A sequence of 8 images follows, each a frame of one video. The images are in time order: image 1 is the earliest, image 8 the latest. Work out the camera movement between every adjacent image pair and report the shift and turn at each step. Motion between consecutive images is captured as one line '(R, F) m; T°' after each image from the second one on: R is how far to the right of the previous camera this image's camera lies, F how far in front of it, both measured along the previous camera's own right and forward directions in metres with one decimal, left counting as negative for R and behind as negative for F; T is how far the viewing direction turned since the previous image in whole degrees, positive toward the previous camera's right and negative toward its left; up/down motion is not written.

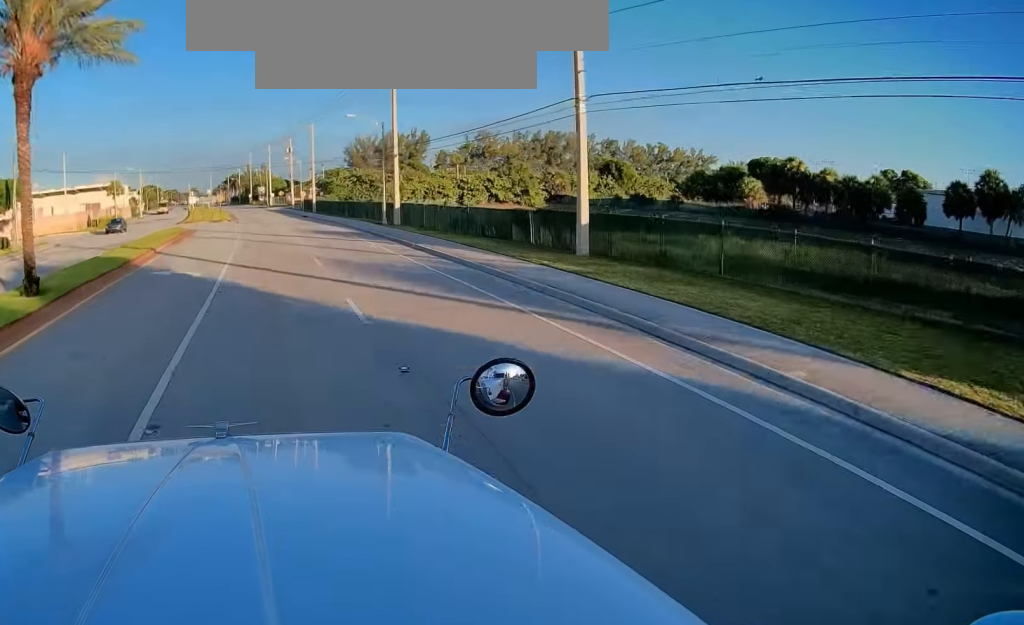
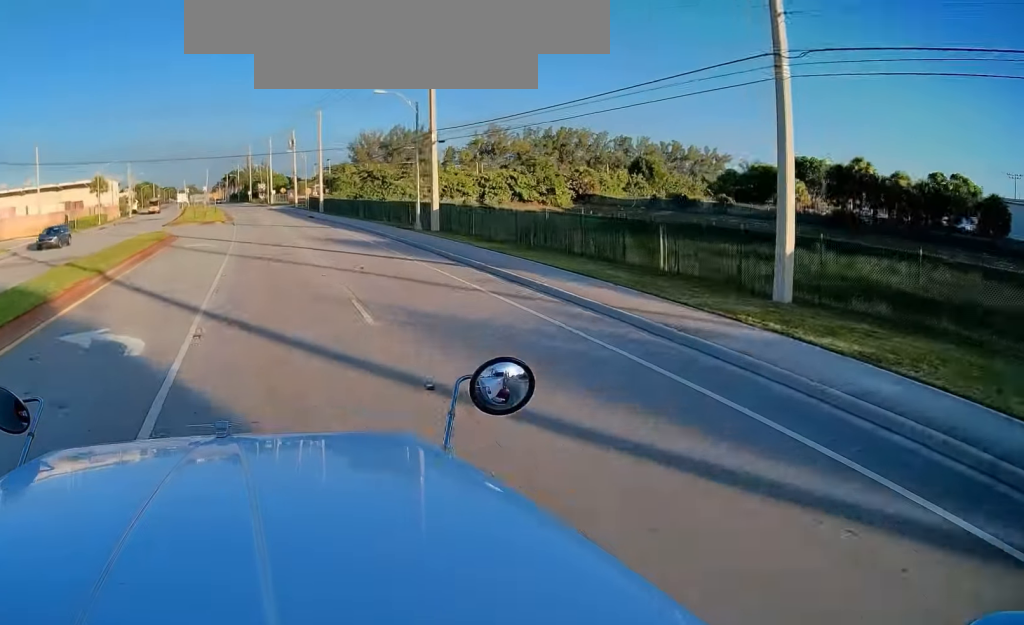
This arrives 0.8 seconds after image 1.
(-0.2, +11.1) m; 0°
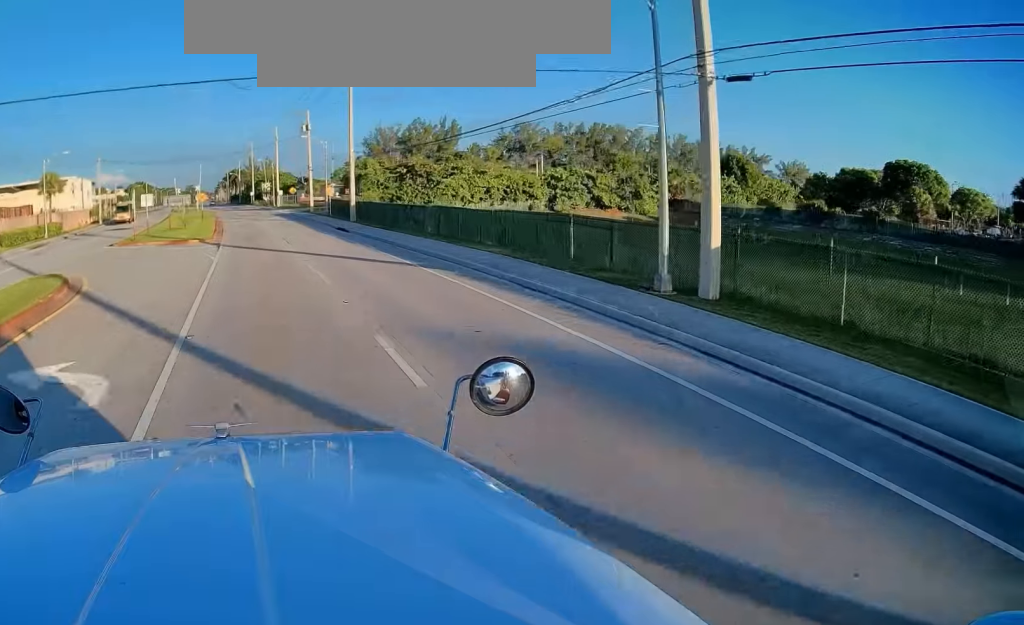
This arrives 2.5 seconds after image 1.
(+0.2, +24.9) m; 0°
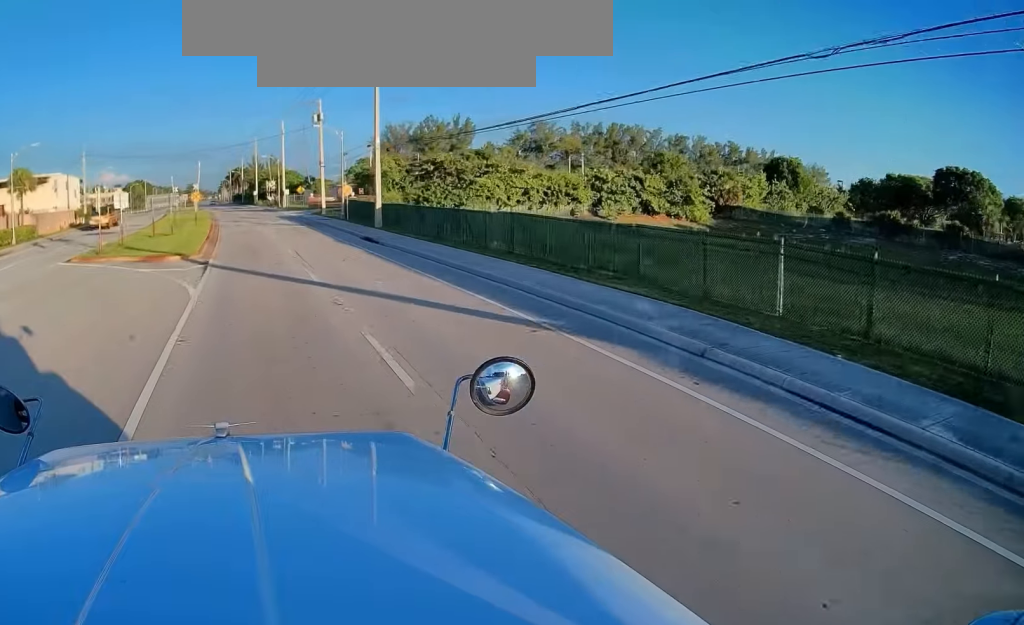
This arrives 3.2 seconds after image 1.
(0.0, +10.7) m; 0°
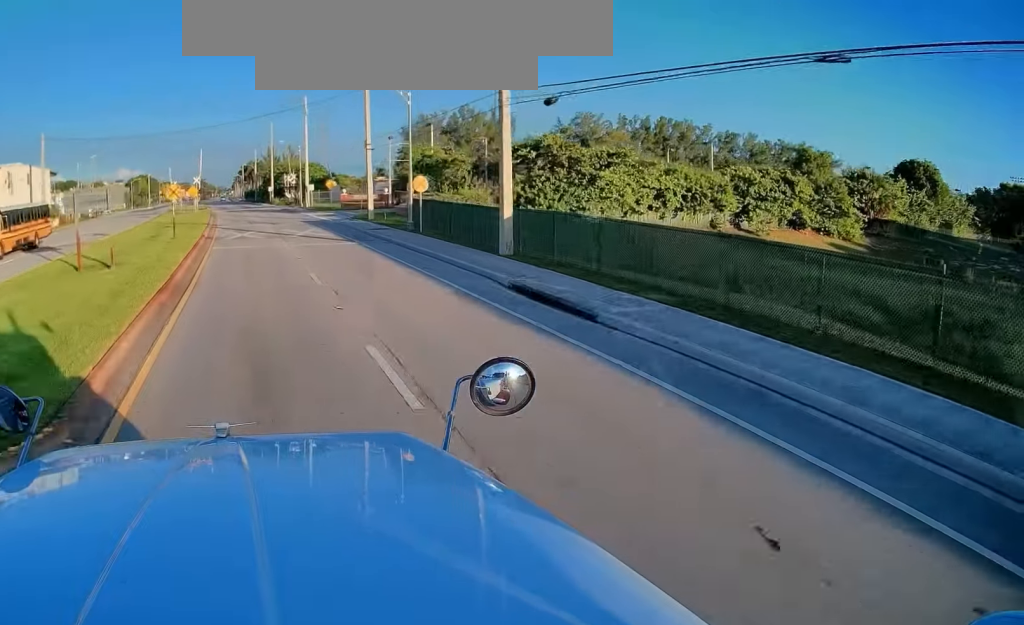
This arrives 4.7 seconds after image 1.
(-0.3, +23.8) m; -1°
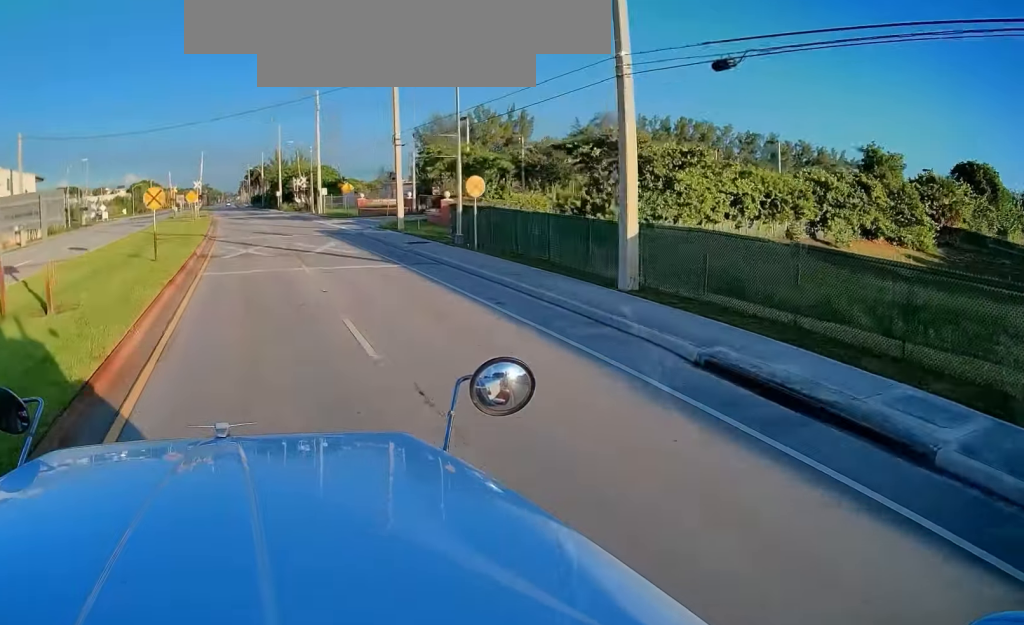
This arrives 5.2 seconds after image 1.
(-0.1, +9.0) m; -1°
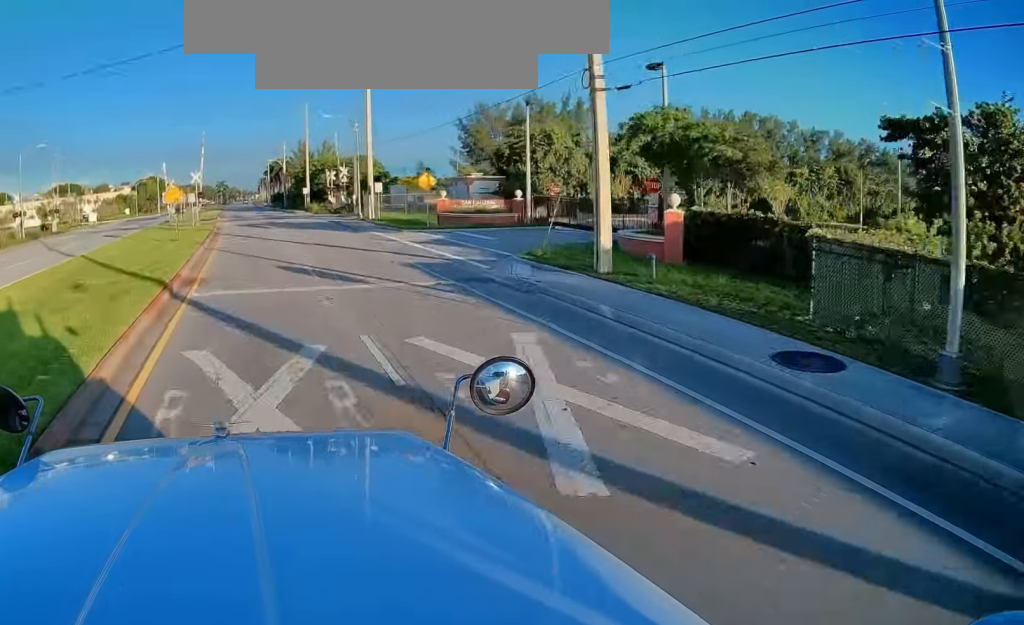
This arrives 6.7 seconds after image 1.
(-0.4, +26.7) m; -2°
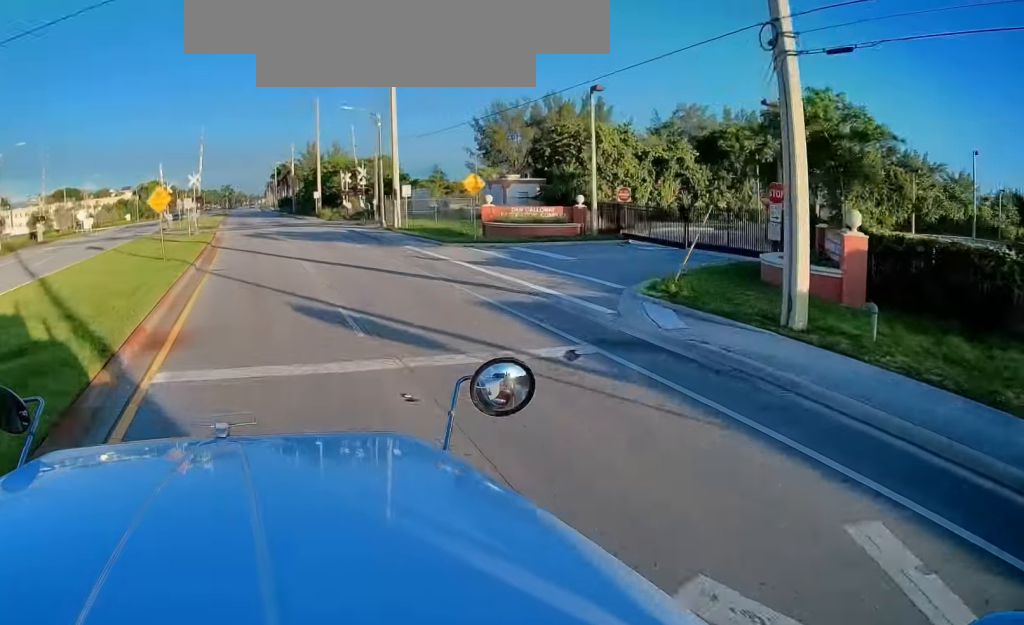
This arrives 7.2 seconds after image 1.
(-0.1, +8.7) m; -1°
